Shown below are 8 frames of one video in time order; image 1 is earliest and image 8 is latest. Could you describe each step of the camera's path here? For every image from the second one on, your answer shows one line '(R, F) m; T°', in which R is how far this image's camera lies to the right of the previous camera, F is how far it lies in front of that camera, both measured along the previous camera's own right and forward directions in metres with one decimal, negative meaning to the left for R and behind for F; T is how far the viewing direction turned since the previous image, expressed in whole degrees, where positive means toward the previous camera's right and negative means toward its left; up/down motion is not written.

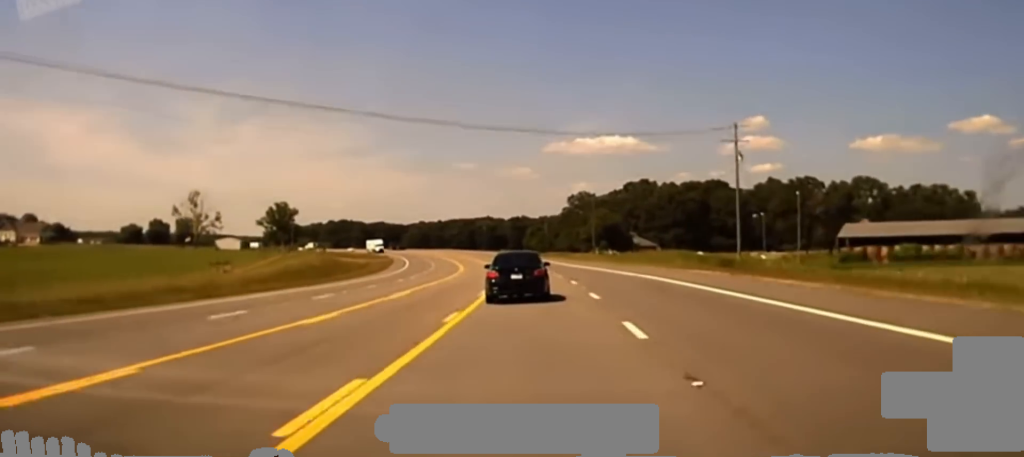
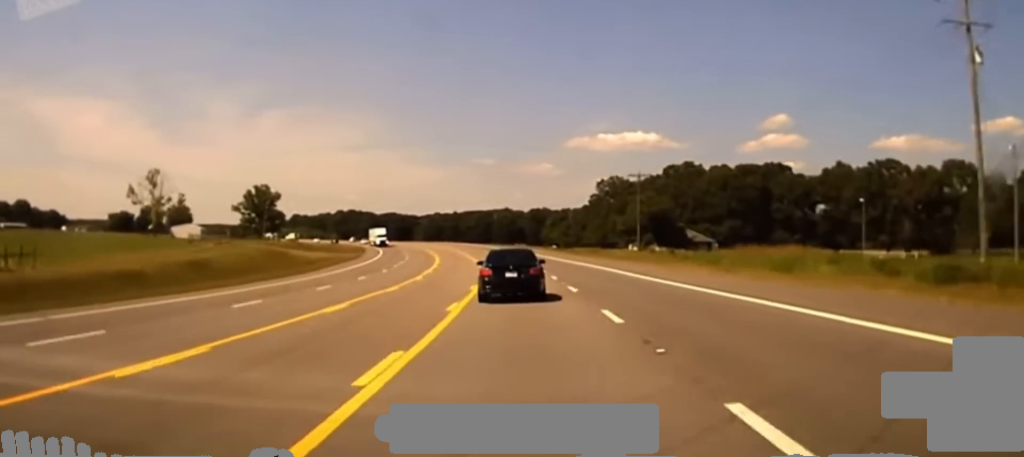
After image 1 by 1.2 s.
(-0.6, +48.4) m; -1°
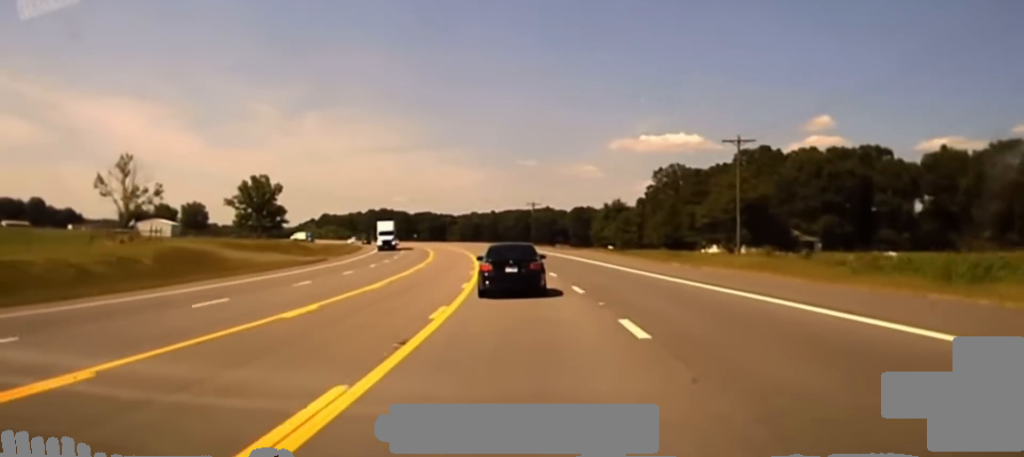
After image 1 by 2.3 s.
(-0.5, +46.5) m; -2°
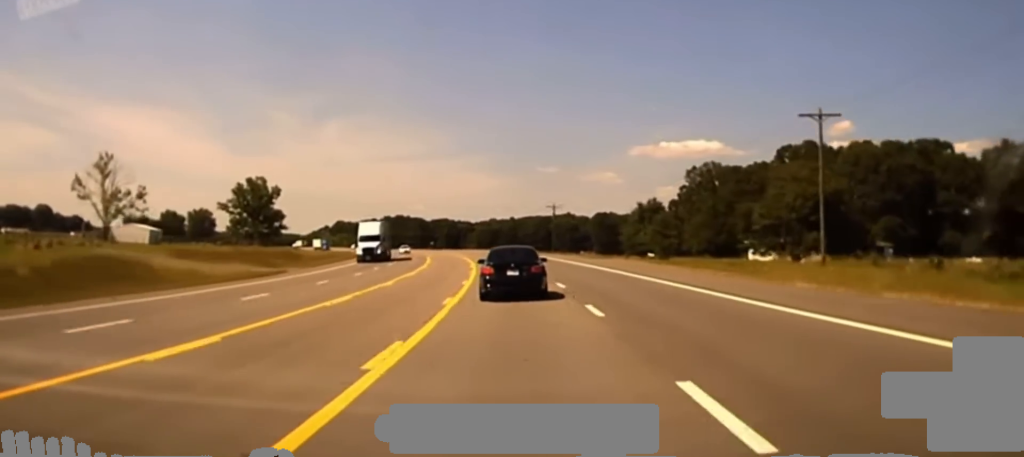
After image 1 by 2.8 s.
(-0.2, +21.0) m; -2°
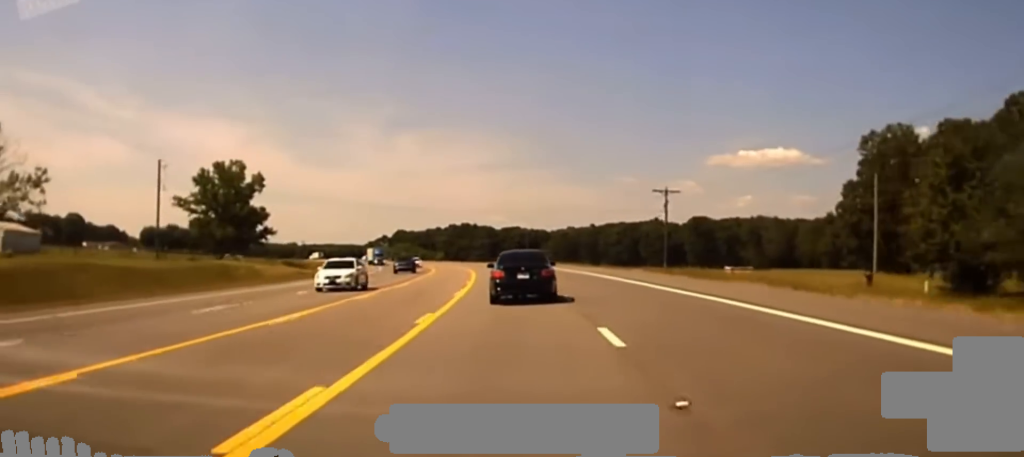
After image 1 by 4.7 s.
(-3.1, +65.7) m; -5°
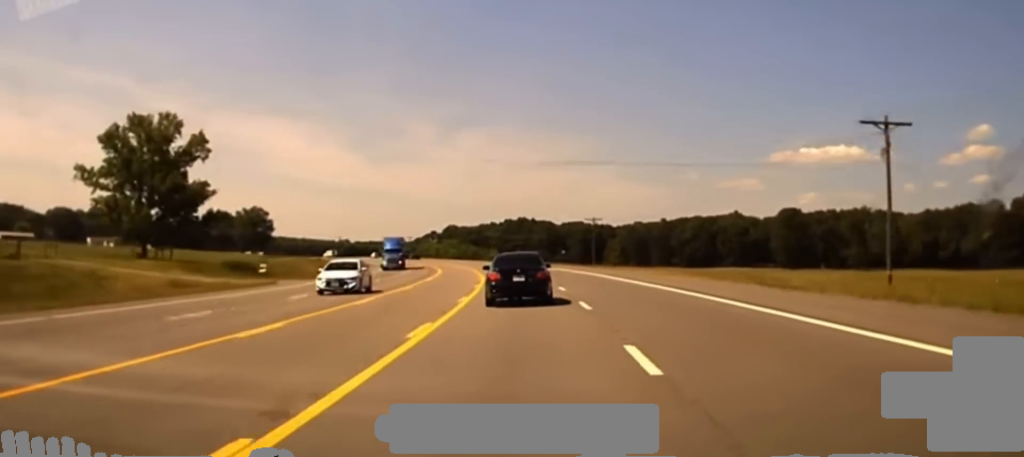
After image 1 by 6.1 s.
(-1.4, +45.7) m; -4°
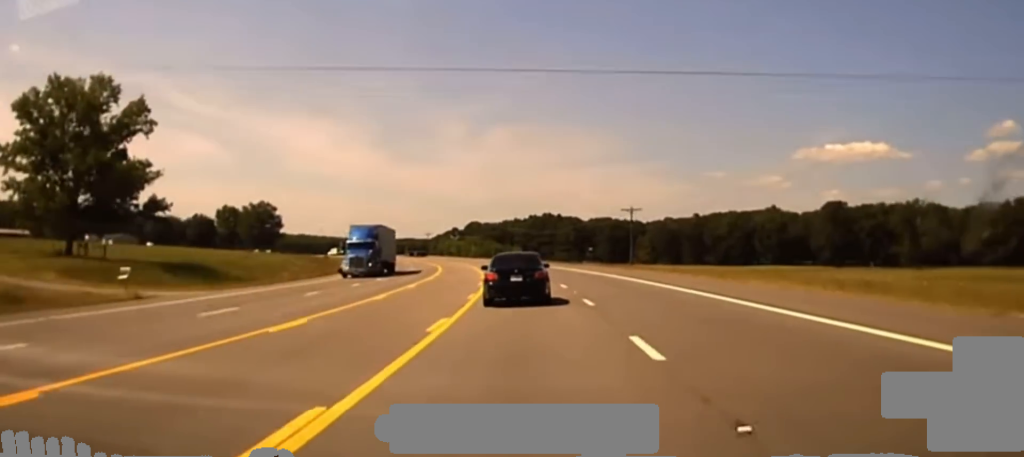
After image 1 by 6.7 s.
(-0.3, +19.9) m; -2°
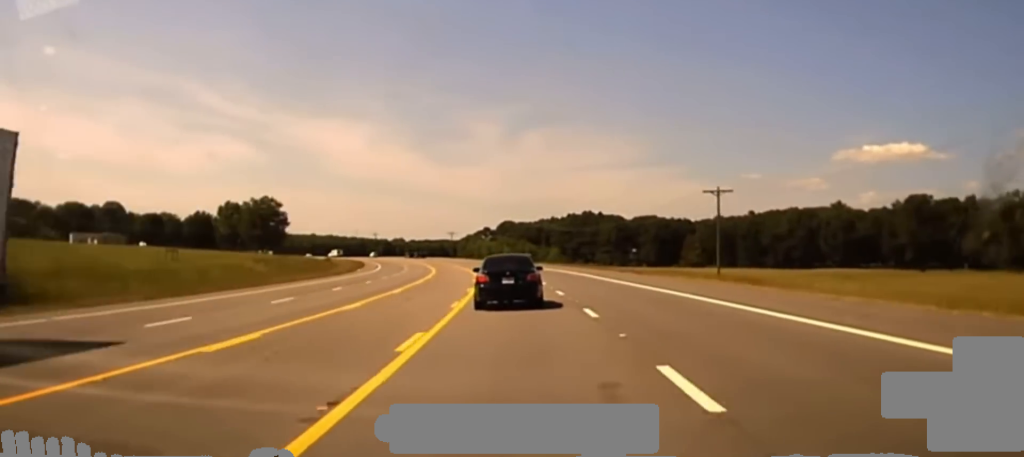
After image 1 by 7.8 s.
(-0.9, +38.0) m; -3°
